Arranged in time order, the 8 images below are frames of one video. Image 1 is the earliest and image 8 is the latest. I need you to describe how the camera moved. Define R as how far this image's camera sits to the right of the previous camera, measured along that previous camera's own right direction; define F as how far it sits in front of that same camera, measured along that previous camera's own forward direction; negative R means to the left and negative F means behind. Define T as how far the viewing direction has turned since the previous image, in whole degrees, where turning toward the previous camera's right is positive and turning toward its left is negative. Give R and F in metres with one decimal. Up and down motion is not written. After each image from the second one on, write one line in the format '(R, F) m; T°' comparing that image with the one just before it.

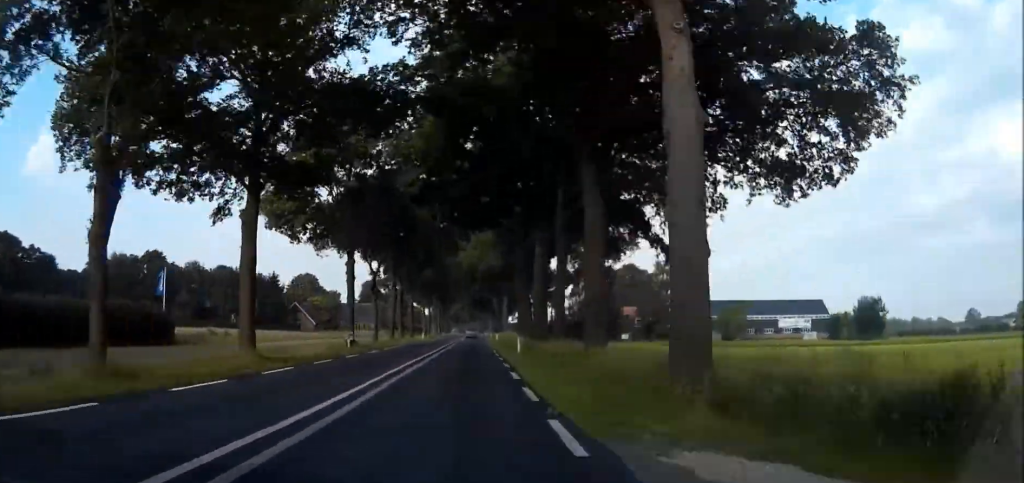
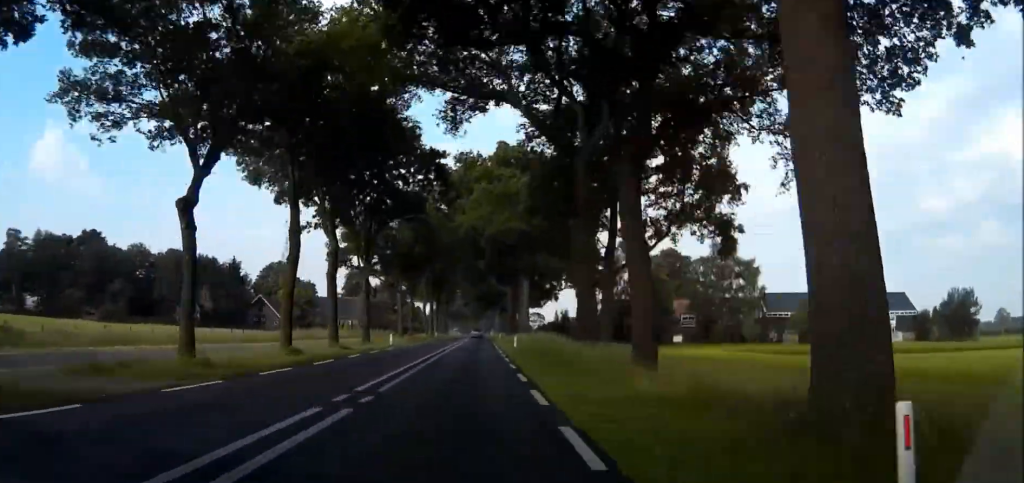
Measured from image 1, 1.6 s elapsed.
(-0.2, +36.3) m; 0°
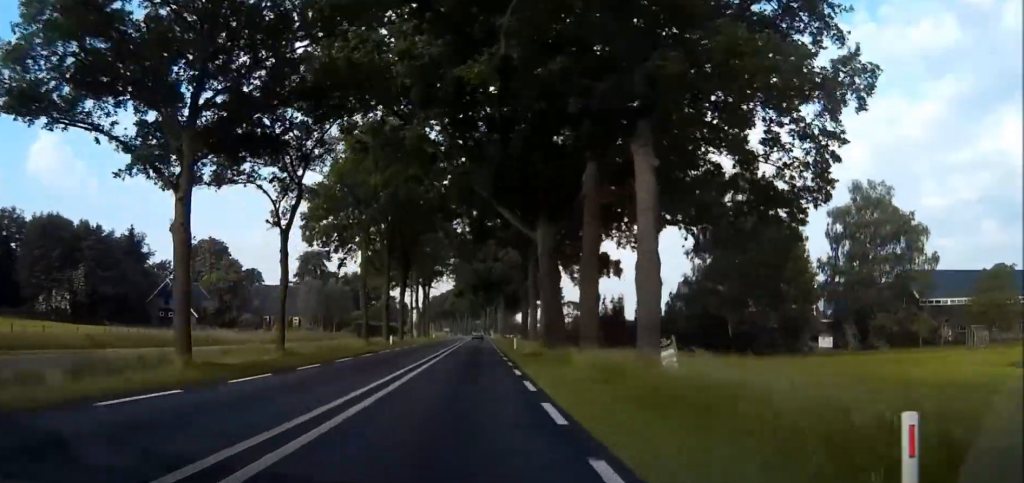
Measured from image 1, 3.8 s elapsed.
(-0.1, +49.9) m; 0°
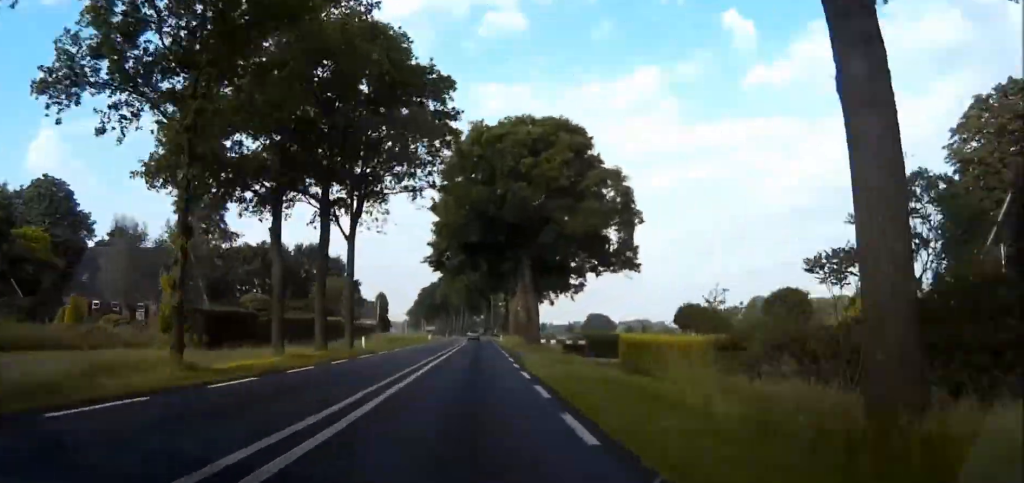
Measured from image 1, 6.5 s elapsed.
(-0.1, +60.5) m; -1°
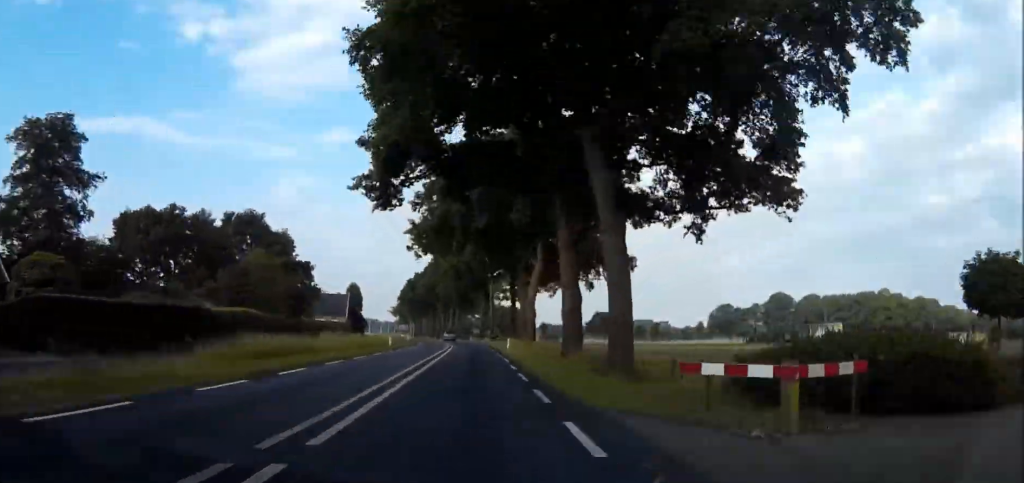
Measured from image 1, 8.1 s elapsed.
(-0.1, +36.5) m; -1°
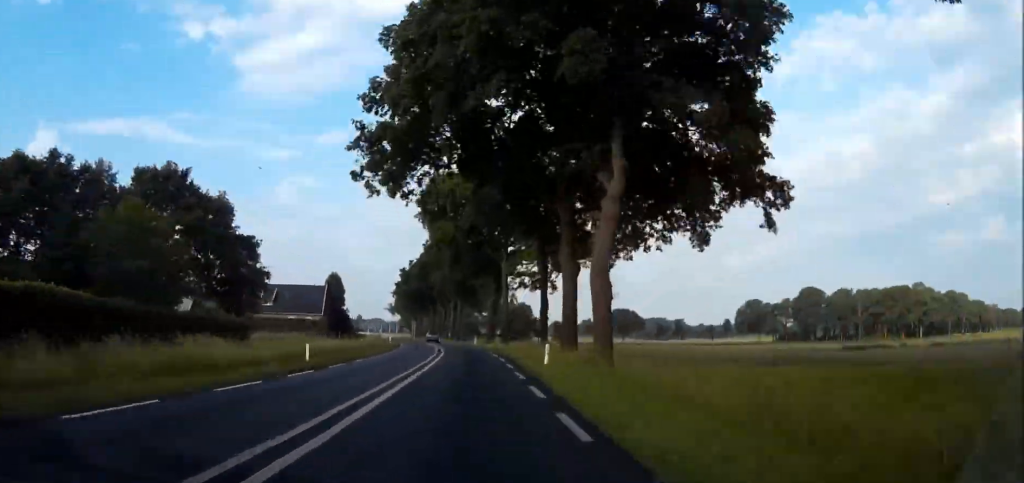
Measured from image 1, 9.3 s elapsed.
(-0.1, +29.0) m; -1°
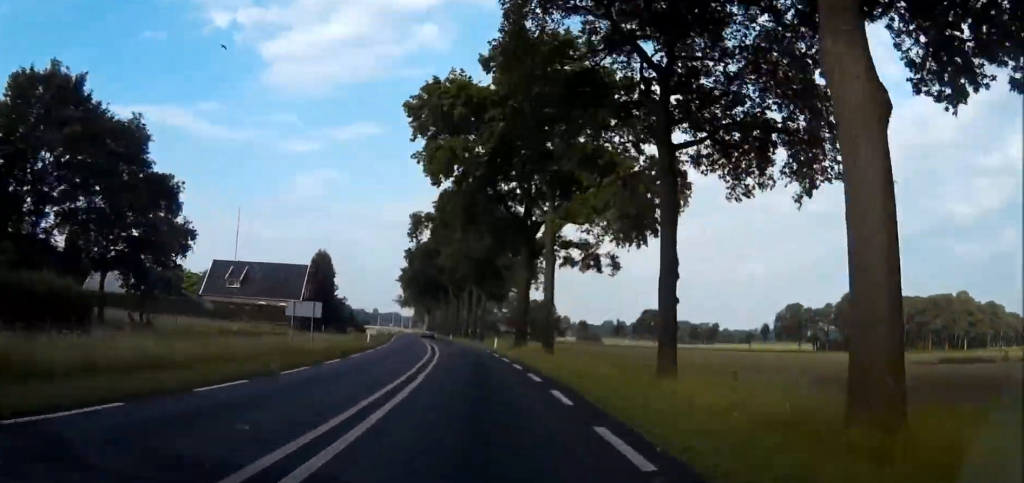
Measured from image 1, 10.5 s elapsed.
(0.0, +26.2) m; -1°
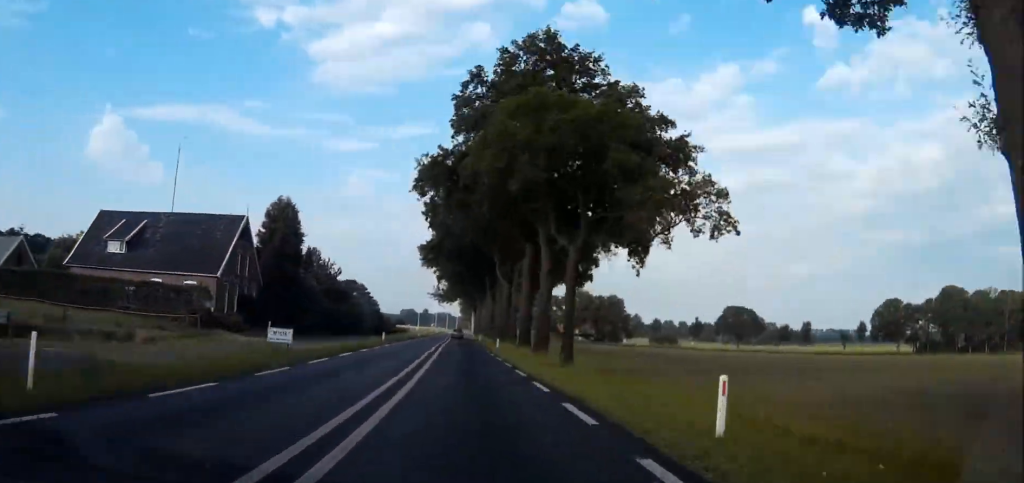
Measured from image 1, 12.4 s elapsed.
(-0.7, +44.7) m; -1°
